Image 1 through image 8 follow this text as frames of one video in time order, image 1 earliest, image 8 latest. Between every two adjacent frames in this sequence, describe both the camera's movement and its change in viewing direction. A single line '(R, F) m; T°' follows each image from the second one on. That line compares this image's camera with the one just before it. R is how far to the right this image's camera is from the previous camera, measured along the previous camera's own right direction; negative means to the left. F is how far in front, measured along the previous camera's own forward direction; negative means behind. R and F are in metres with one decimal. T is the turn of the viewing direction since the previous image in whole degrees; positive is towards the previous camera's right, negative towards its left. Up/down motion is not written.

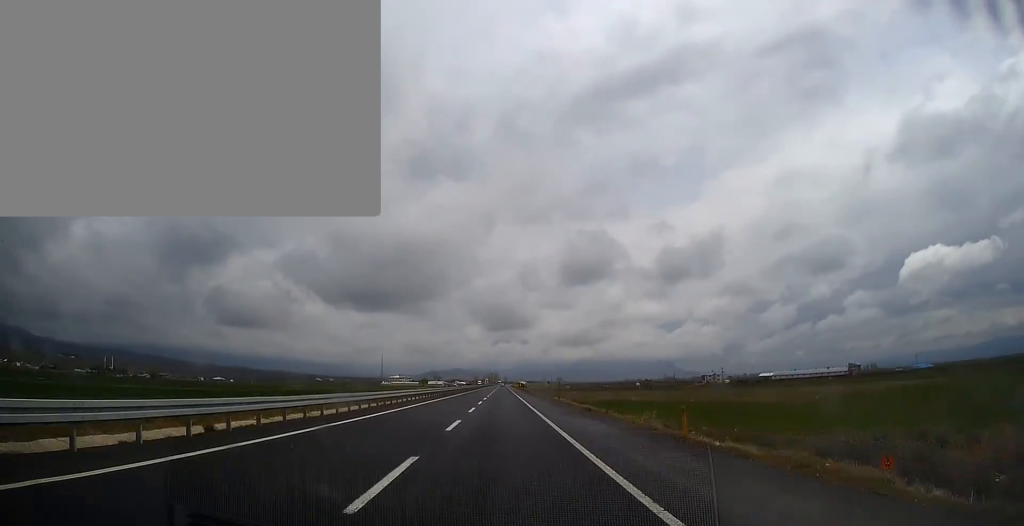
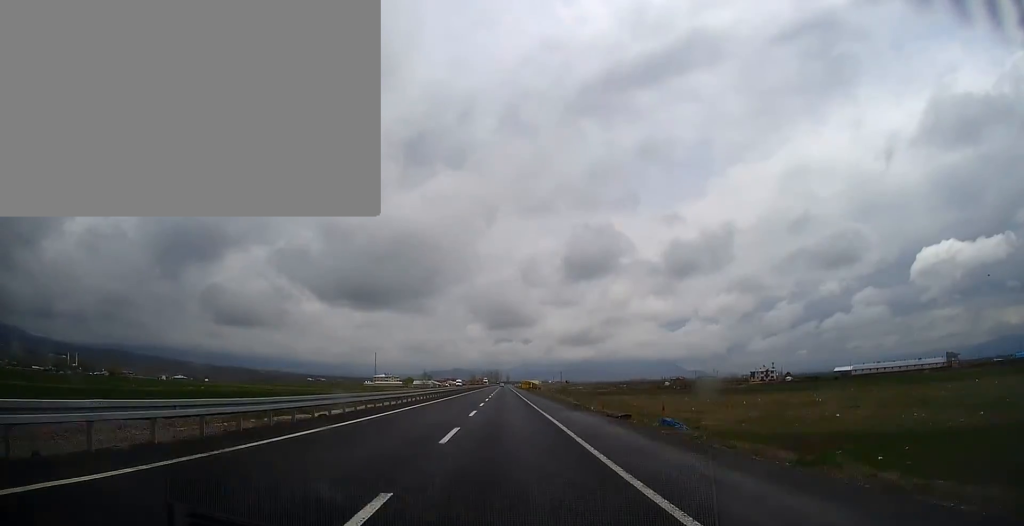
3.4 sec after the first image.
(-0.2, +99.4) m; 0°
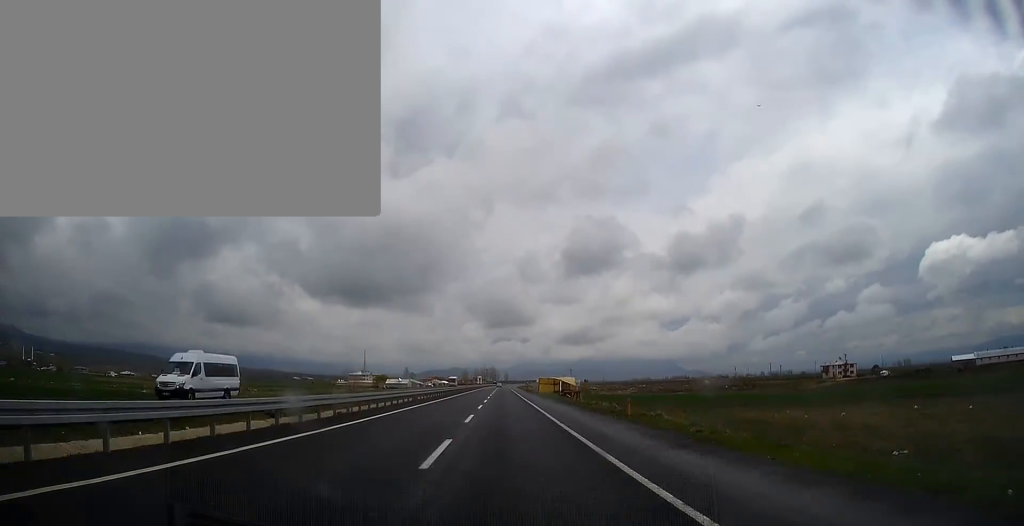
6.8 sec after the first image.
(+0.1, +99.4) m; 0°
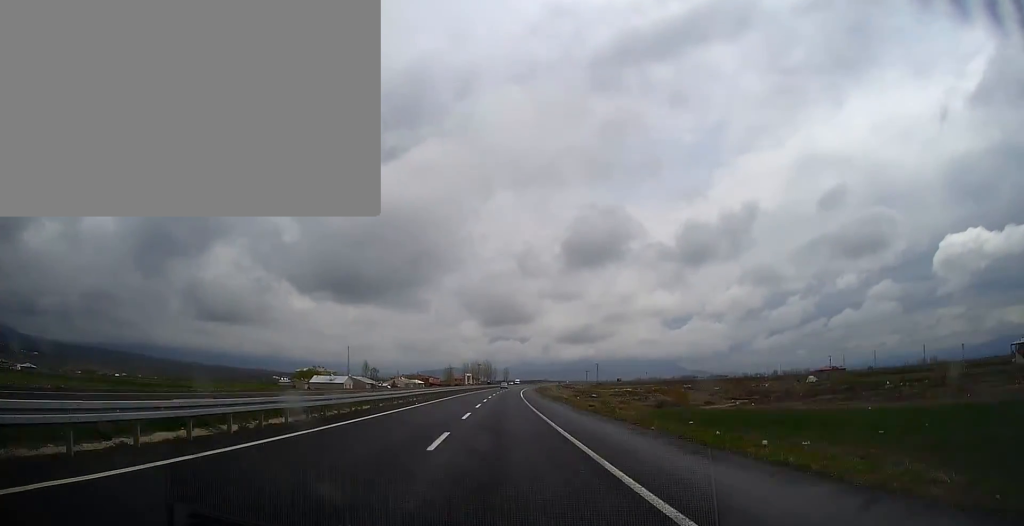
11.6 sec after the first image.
(+0.1, +140.2) m; +2°
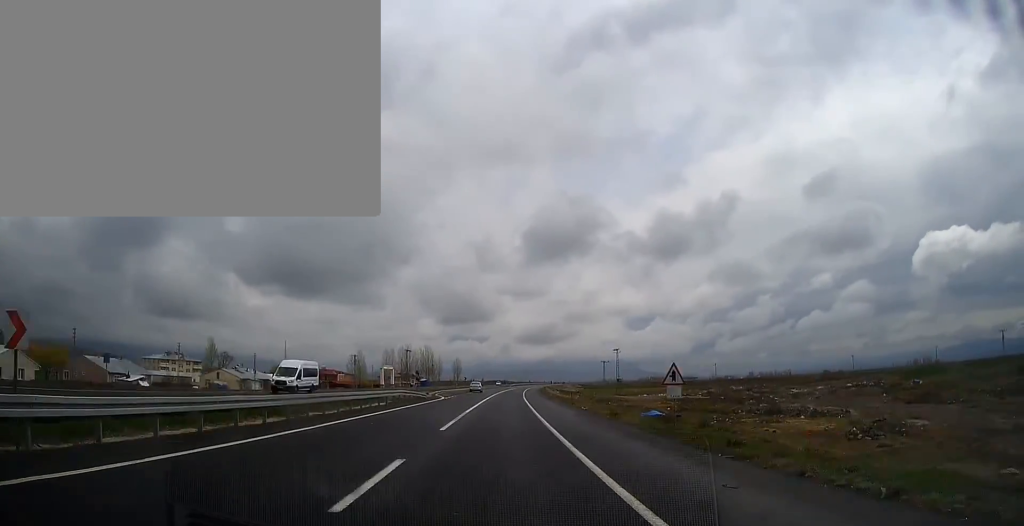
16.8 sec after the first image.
(+3.4, +151.6) m; +3°
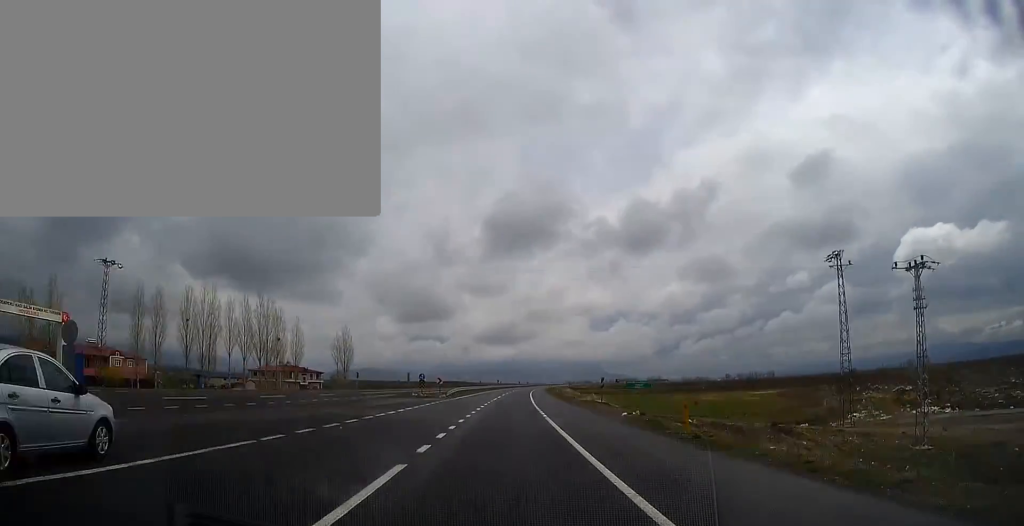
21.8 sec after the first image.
(+5.8, +145.9) m; +4°
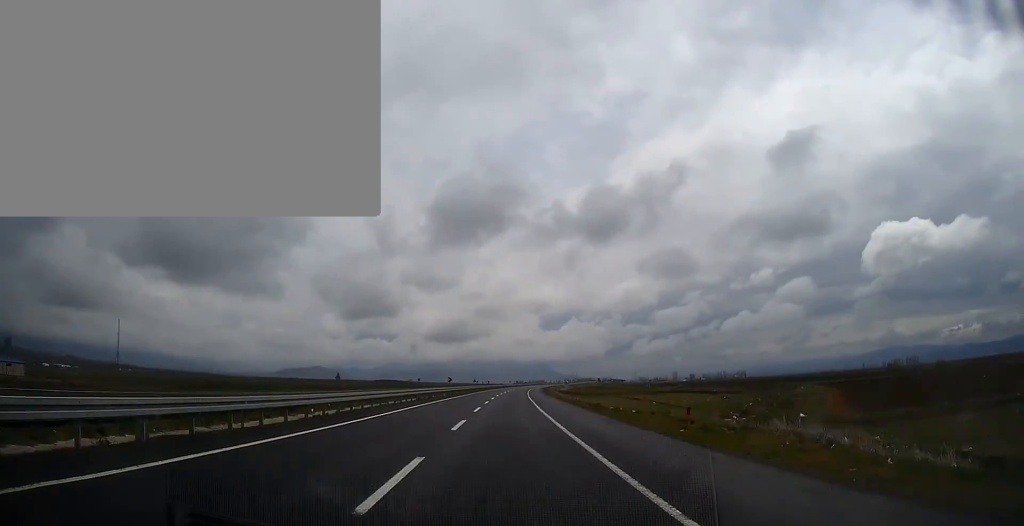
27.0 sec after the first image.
(+6.3, +151.4) m; +4°
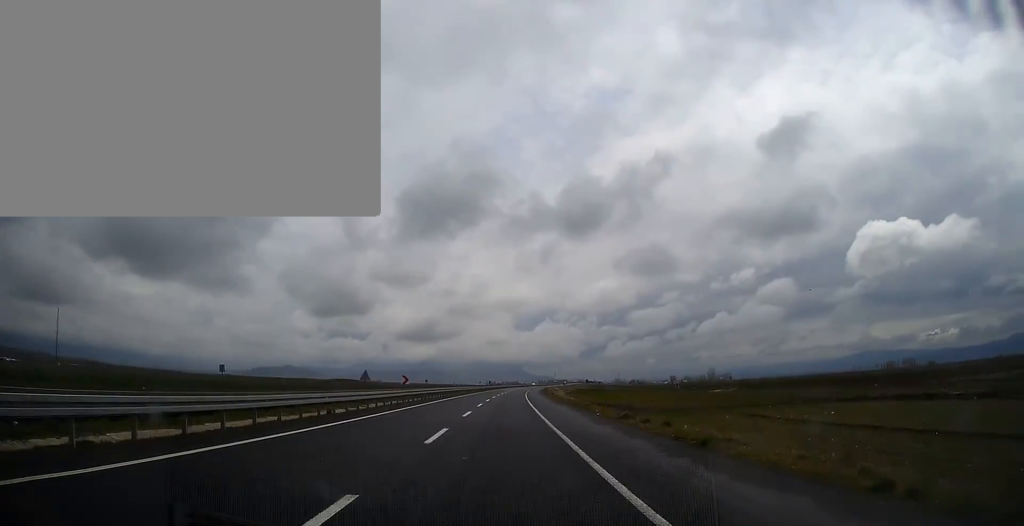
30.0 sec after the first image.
(+1.1, +87.5) m; +3°
